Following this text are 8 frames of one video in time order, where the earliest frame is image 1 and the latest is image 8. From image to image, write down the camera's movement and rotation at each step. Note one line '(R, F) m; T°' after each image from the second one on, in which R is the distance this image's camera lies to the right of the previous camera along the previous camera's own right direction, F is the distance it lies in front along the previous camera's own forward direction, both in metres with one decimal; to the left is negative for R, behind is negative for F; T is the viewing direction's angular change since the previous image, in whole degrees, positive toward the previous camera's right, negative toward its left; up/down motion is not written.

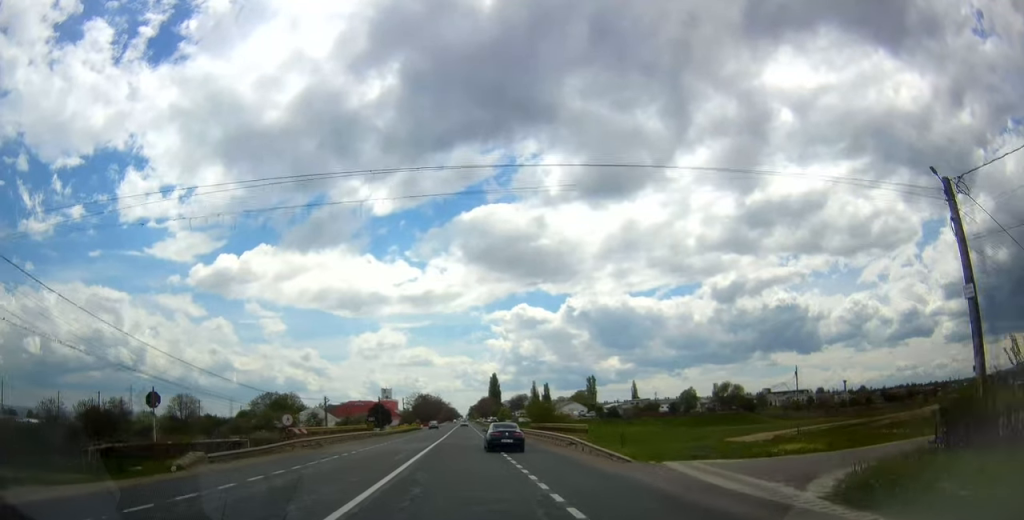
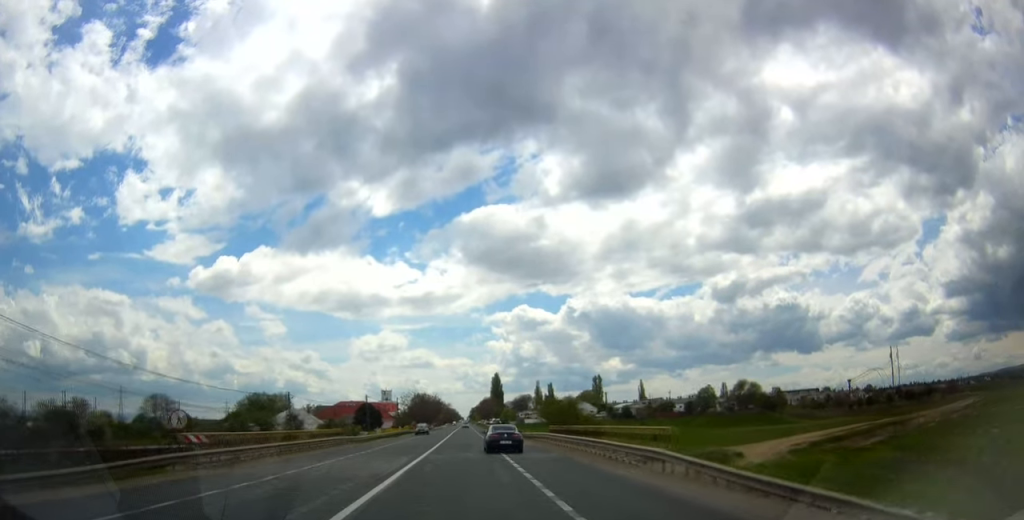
(-0.1, +14.9) m; 0°
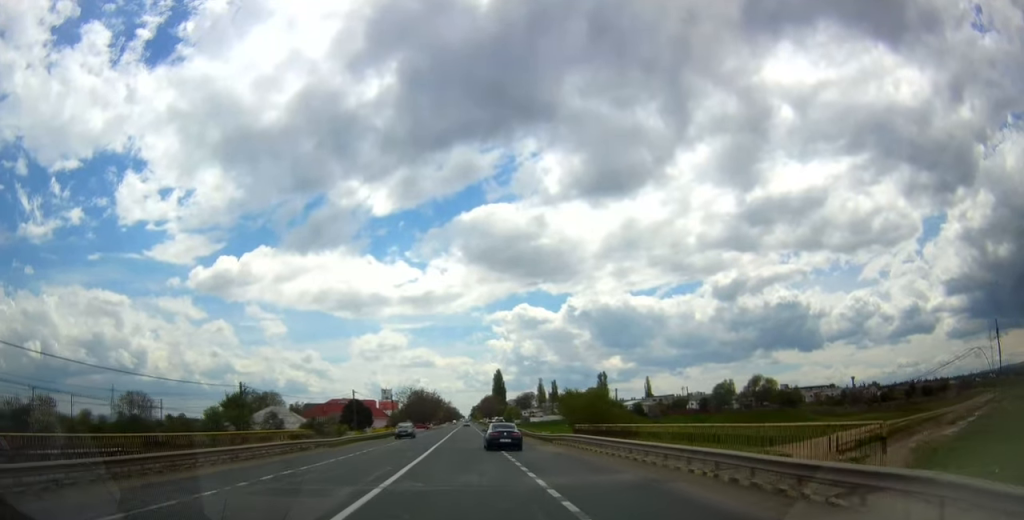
(-0.2, +11.7) m; 0°
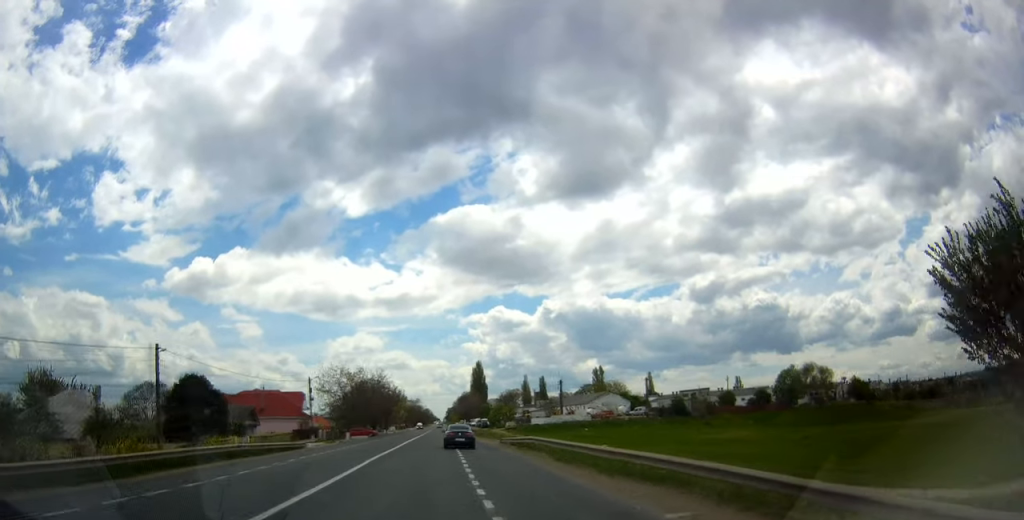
(+0.8, +51.0) m; +1°
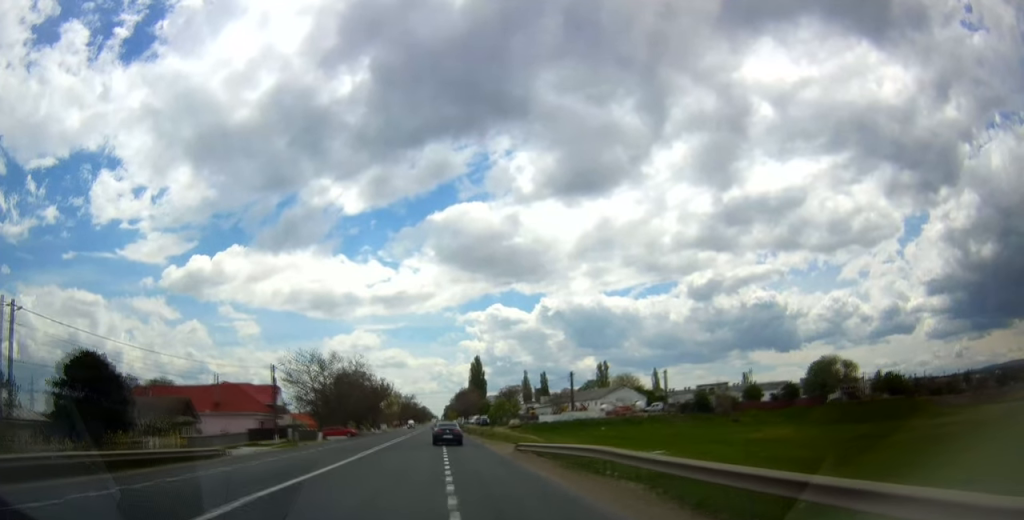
(0.0, +13.9) m; 0°
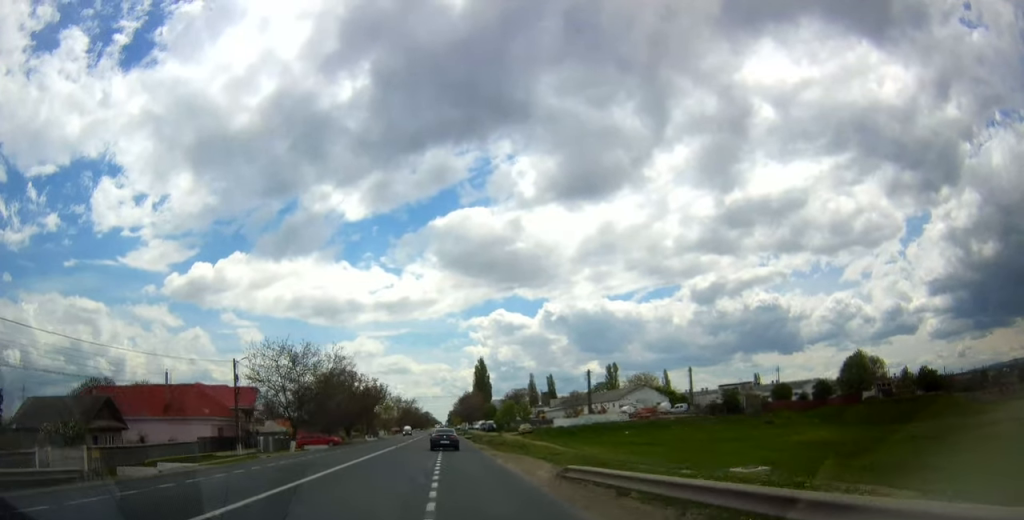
(-0.1, +11.6) m; +1°
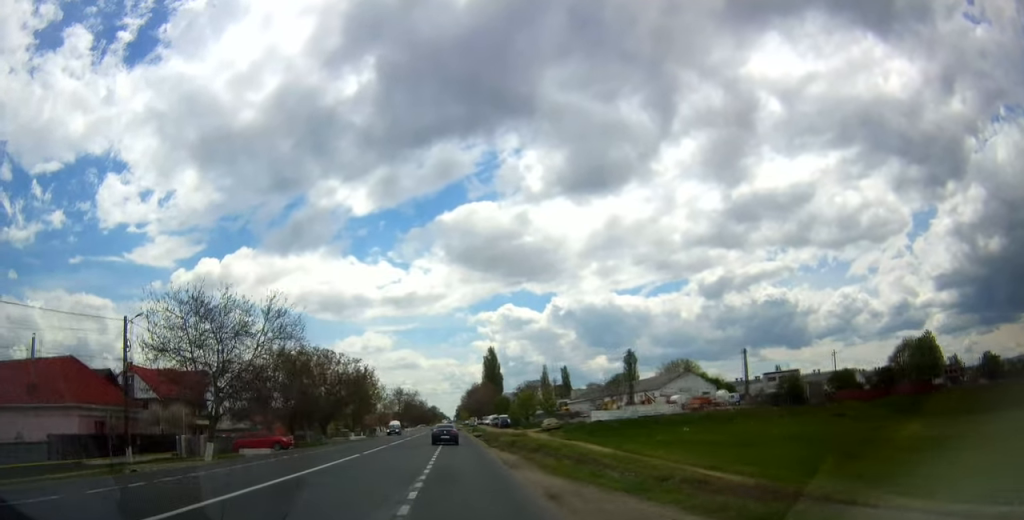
(+0.3, +19.2) m; -1°
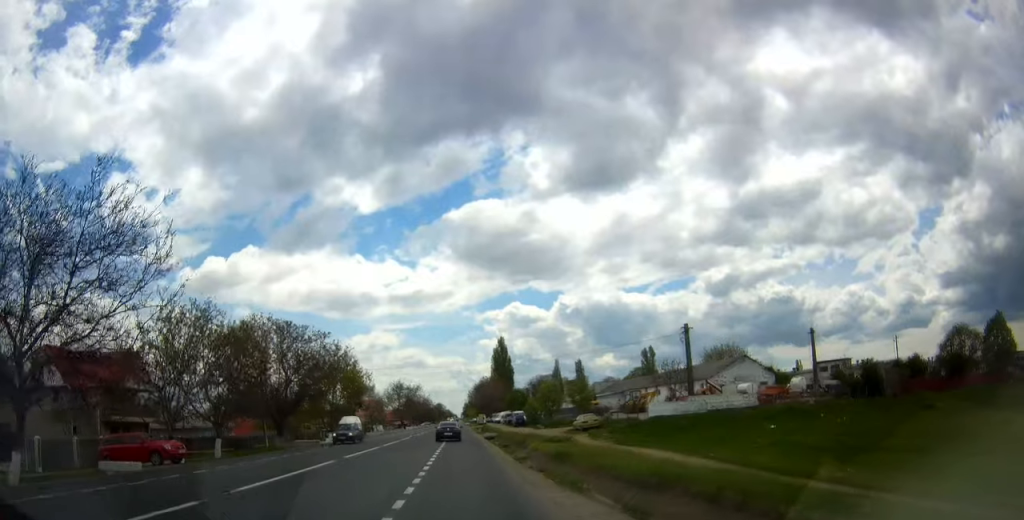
(-0.5, +16.6) m; 0°
